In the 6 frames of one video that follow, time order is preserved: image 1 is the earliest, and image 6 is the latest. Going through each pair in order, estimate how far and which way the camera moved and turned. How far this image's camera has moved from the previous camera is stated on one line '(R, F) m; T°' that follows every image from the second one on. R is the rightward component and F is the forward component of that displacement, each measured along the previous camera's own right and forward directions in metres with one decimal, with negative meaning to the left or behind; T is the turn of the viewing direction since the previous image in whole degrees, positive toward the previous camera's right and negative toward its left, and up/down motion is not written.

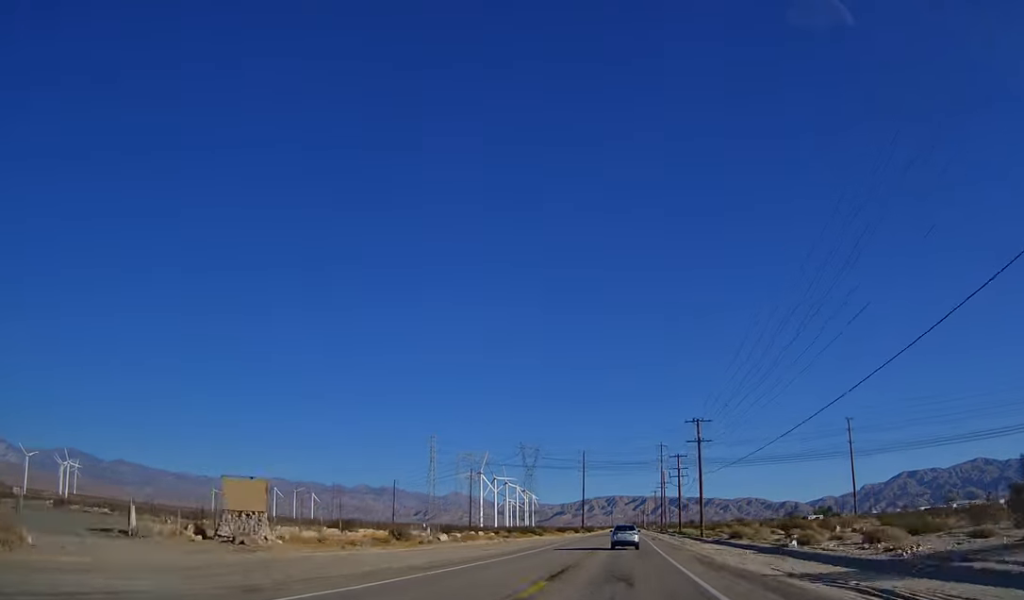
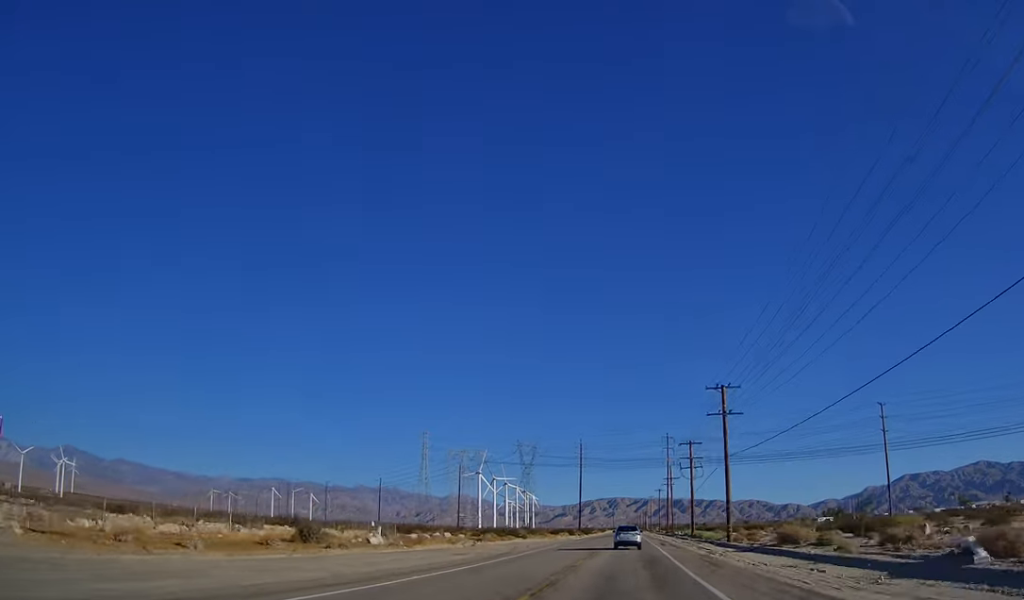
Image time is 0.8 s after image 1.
(0.0, +18.4) m; 0°
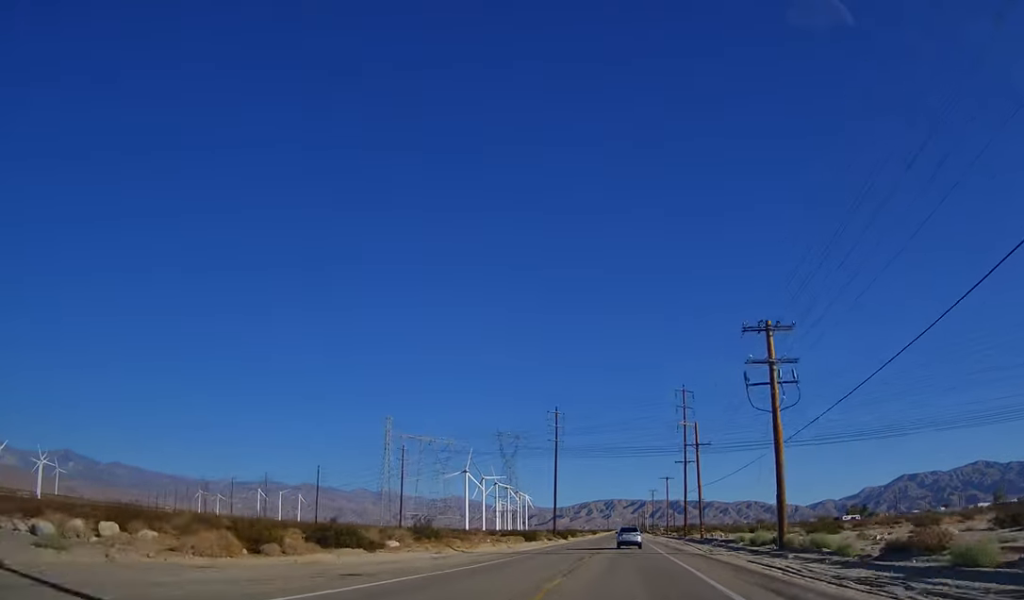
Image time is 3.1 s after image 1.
(+0.4, +53.0) m; +1°
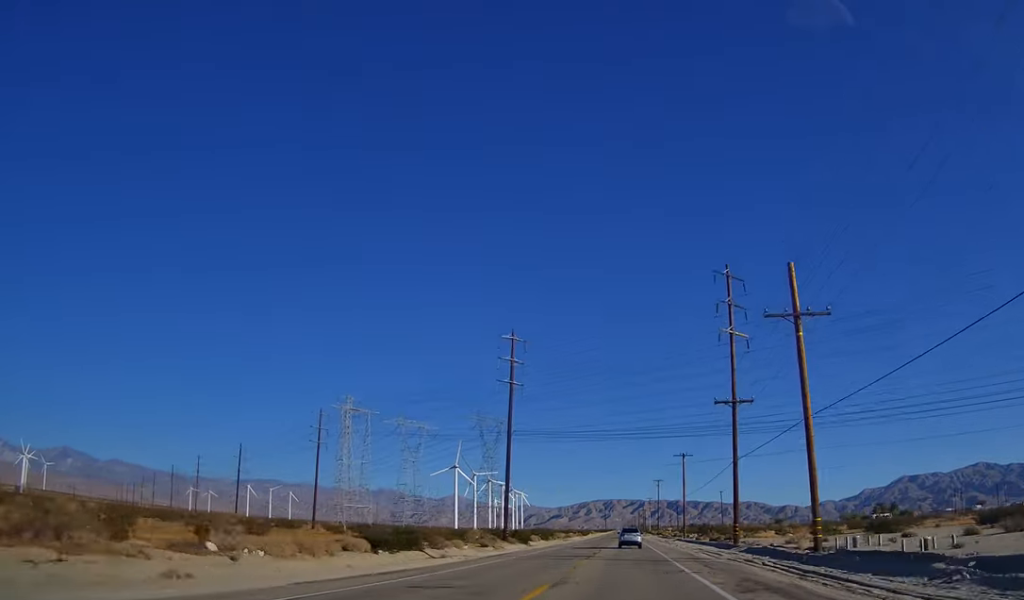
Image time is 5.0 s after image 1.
(+0.3, +46.1) m; 0°
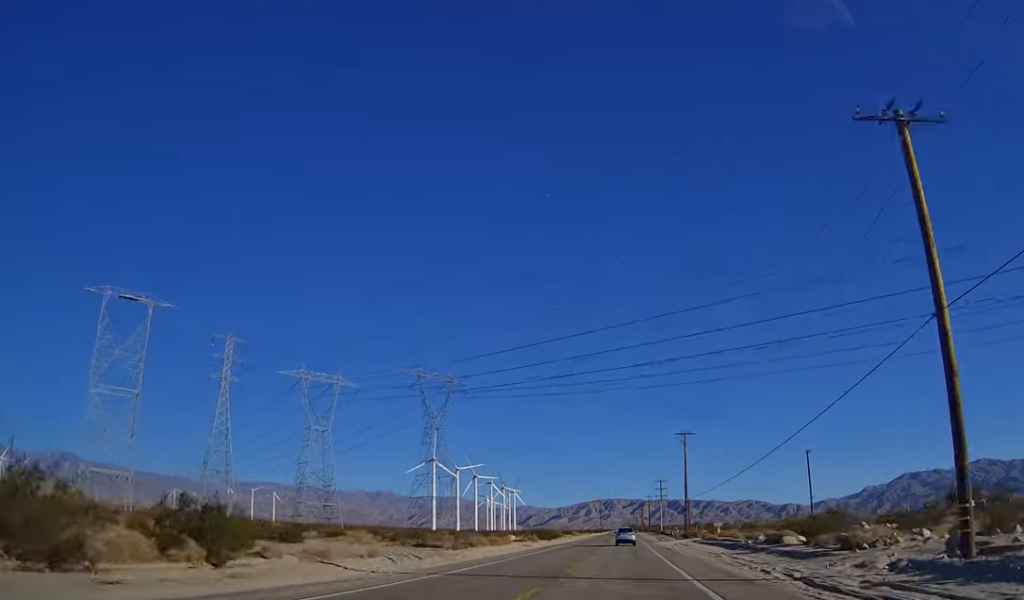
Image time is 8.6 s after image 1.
(-1.1, +87.3) m; 0°
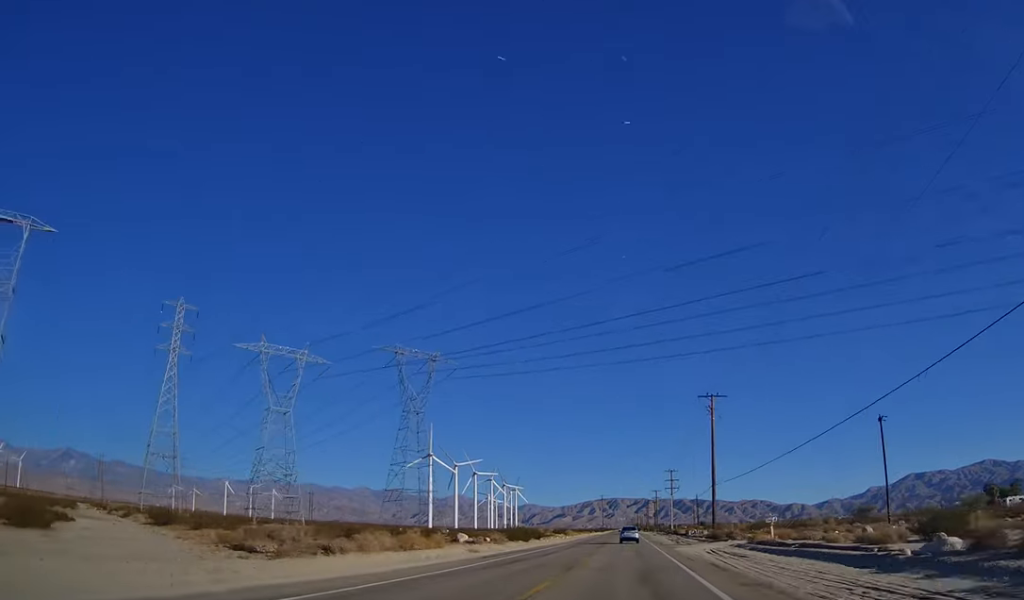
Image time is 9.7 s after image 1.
(+0.3, +26.3) m; 0°
